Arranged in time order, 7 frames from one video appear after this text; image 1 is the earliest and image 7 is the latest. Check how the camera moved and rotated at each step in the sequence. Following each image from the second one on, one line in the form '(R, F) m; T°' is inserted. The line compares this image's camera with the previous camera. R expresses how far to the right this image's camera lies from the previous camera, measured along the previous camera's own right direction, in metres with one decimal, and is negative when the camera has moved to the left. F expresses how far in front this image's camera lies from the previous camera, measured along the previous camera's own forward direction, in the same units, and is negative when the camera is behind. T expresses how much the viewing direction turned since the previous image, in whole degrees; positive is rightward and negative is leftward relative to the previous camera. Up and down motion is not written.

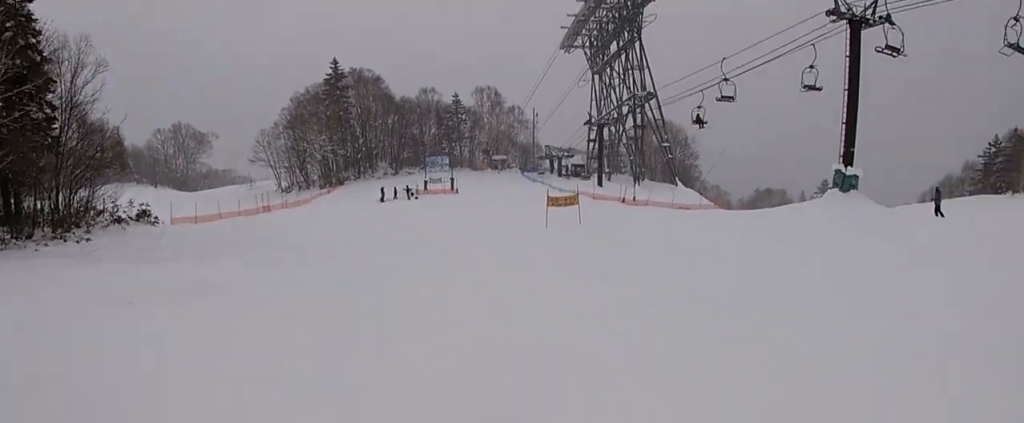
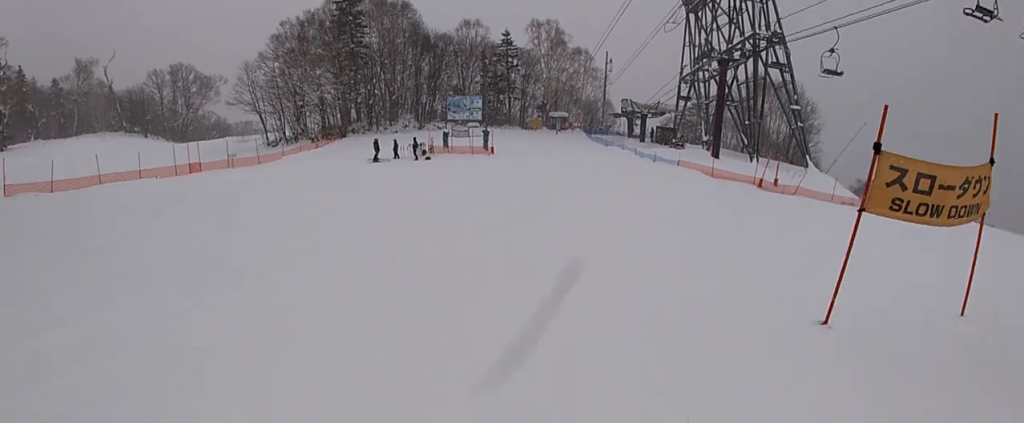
(+2.5, +21.5) m; +7°
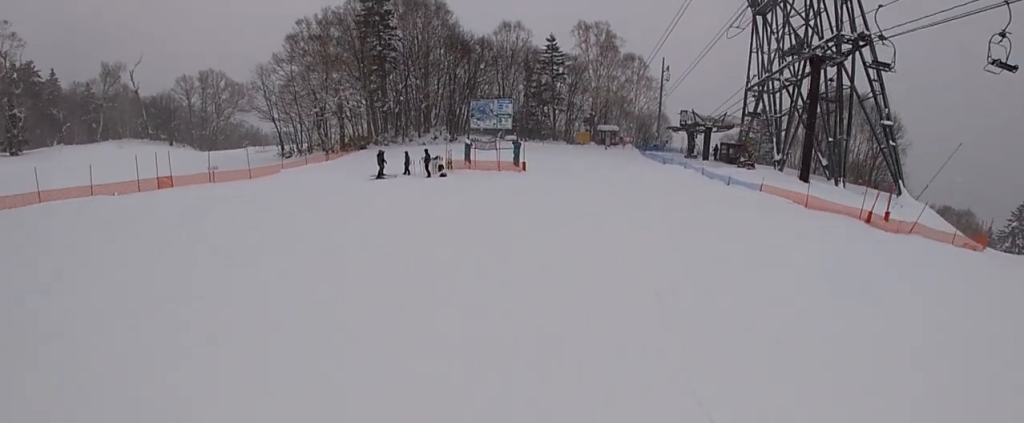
(-0.7, +8.1) m; -8°
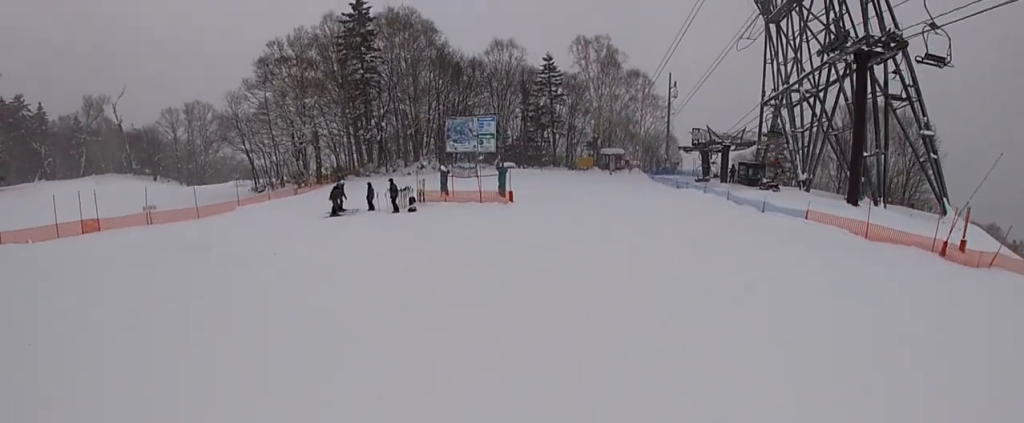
(-0.7, +6.2) m; +3°
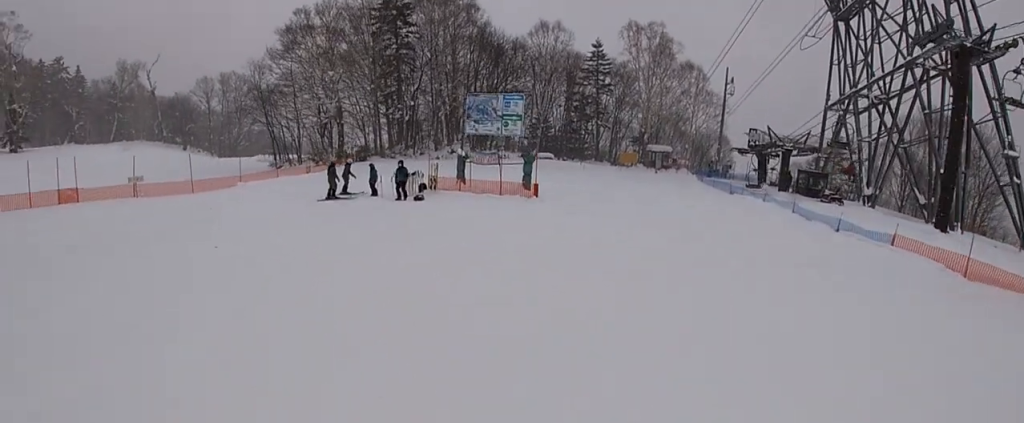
(+0.7, +4.1) m; +7°
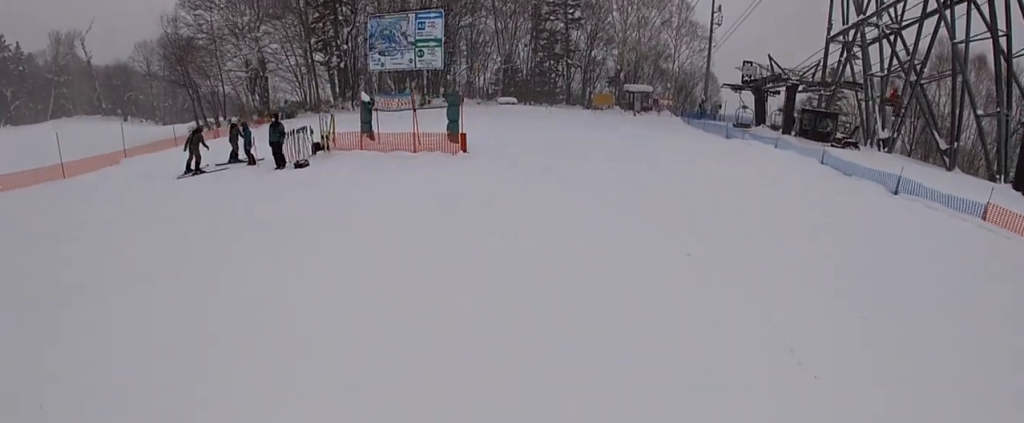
(+0.4, +6.6) m; +6°
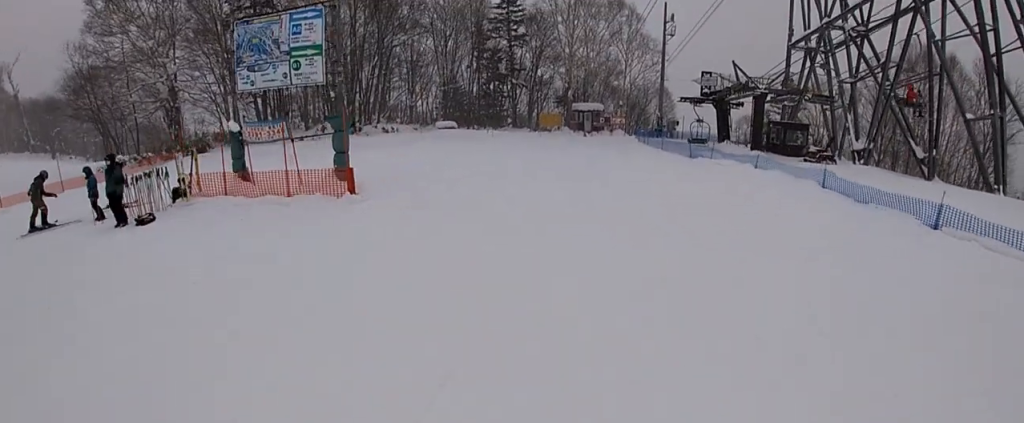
(+0.1, +4.4) m; -3°
